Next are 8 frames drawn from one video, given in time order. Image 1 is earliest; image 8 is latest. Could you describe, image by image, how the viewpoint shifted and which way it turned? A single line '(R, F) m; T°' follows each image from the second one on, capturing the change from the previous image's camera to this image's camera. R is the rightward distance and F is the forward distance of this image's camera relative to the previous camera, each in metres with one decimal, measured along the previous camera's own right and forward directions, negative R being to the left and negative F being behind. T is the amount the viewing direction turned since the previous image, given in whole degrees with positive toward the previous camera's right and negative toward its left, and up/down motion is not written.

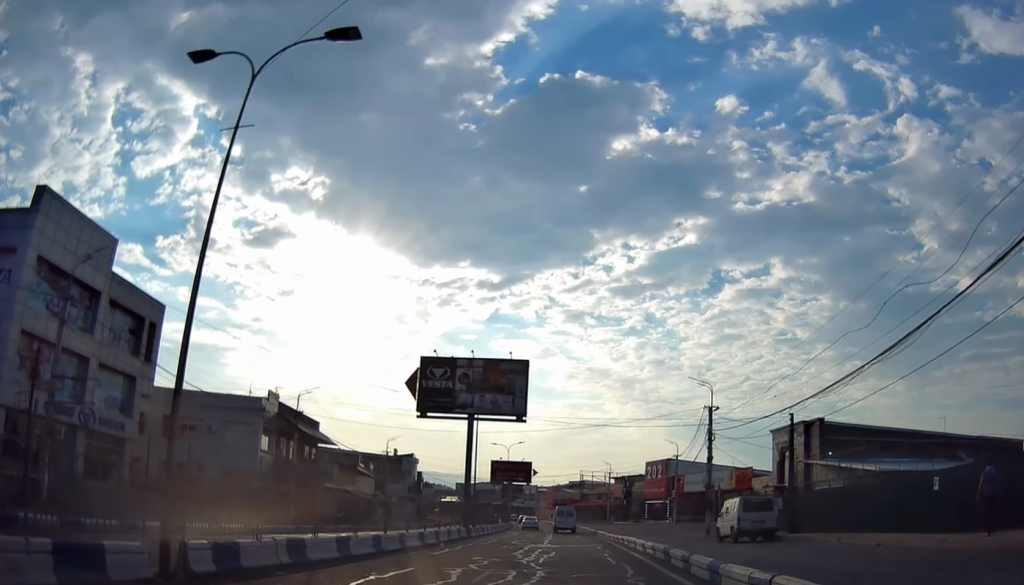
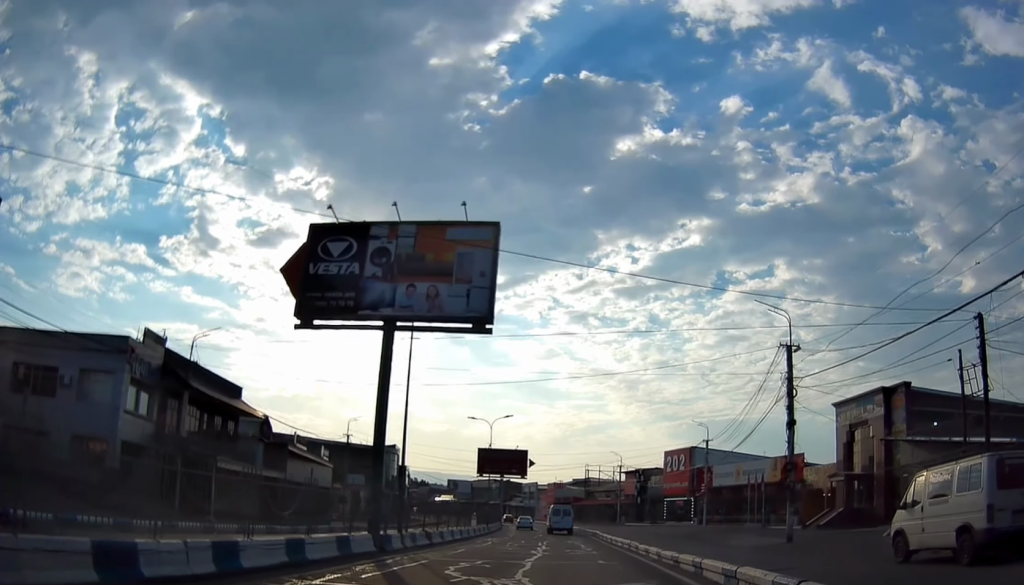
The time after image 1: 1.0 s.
(+0.2, +18.2) m; +1°
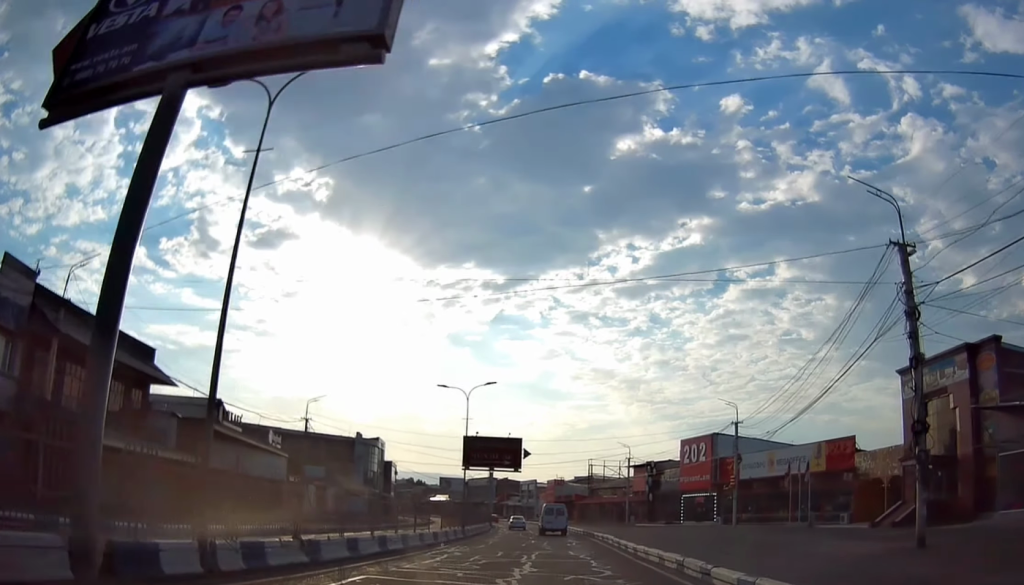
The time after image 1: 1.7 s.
(+0.5, +12.8) m; -1°
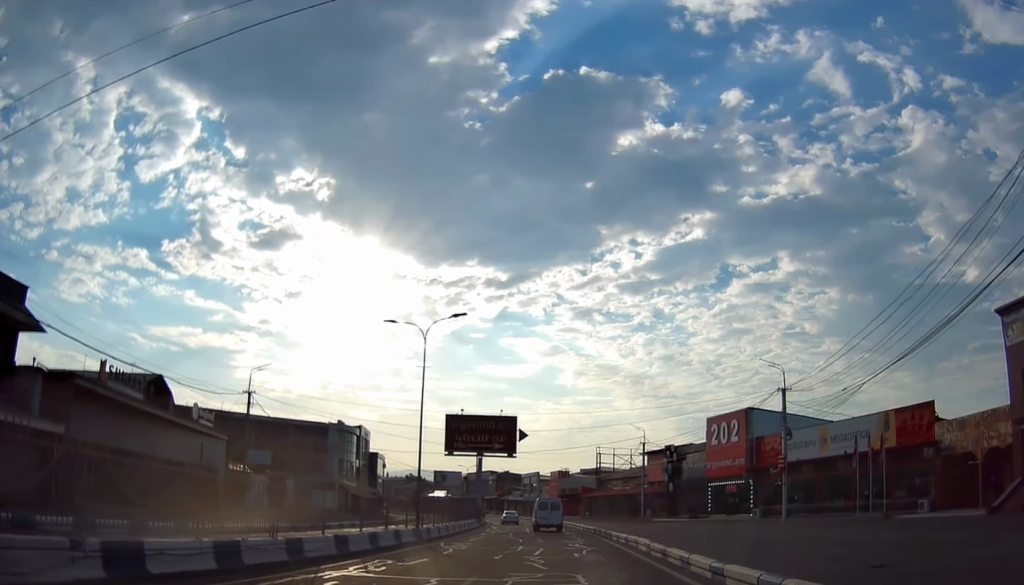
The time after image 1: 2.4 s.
(-0.8, +13.1) m; -1°
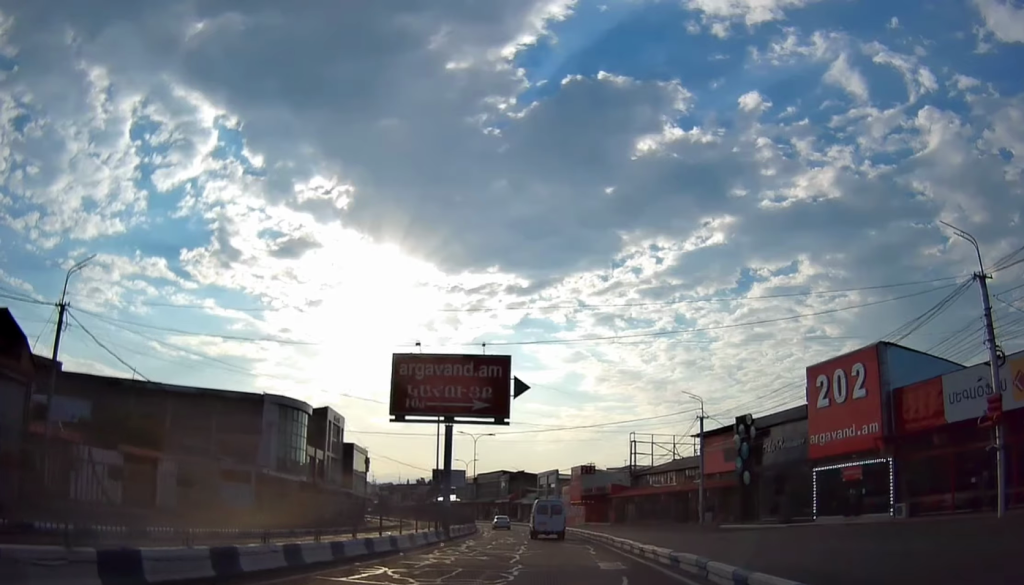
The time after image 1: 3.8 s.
(+0.1, +24.6) m; -1°
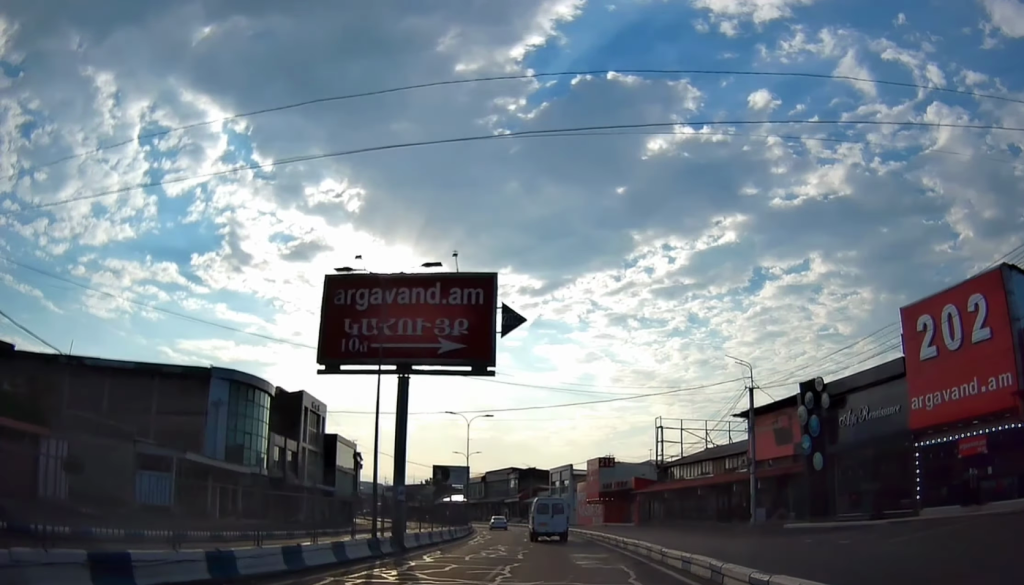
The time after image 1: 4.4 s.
(-0.3, +12.4) m; -1°
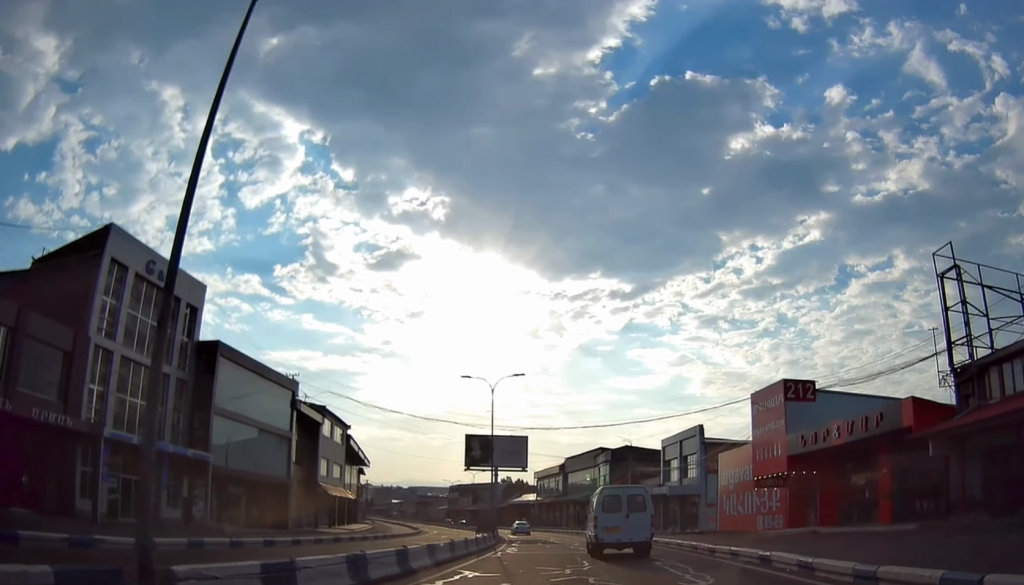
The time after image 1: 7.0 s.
(-3.2, +45.8) m; -8°
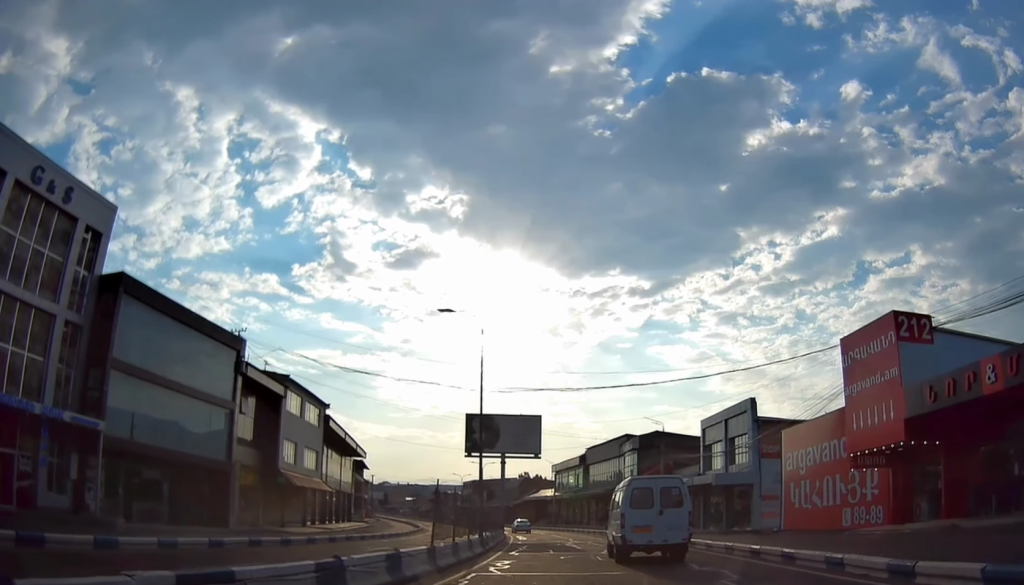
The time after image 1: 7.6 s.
(+0.2, +11.6) m; -2°
